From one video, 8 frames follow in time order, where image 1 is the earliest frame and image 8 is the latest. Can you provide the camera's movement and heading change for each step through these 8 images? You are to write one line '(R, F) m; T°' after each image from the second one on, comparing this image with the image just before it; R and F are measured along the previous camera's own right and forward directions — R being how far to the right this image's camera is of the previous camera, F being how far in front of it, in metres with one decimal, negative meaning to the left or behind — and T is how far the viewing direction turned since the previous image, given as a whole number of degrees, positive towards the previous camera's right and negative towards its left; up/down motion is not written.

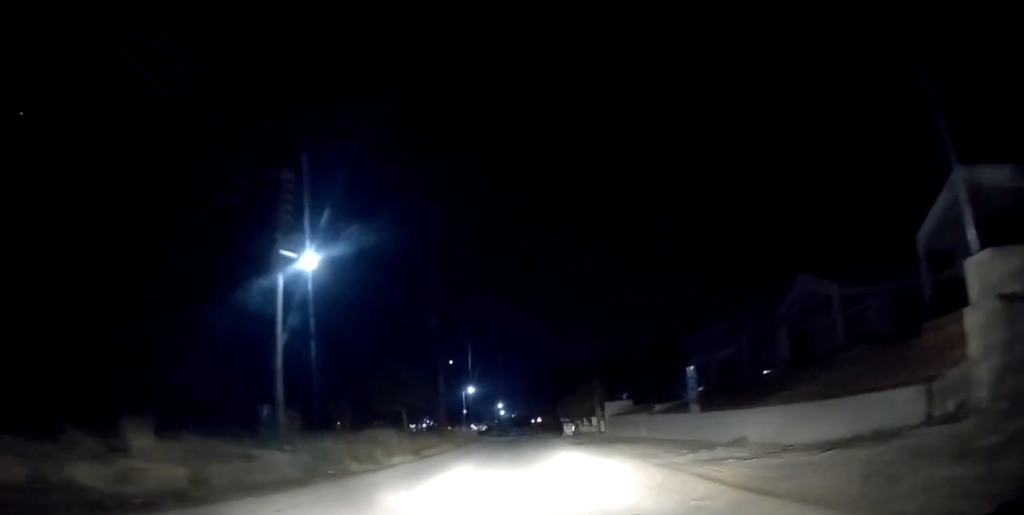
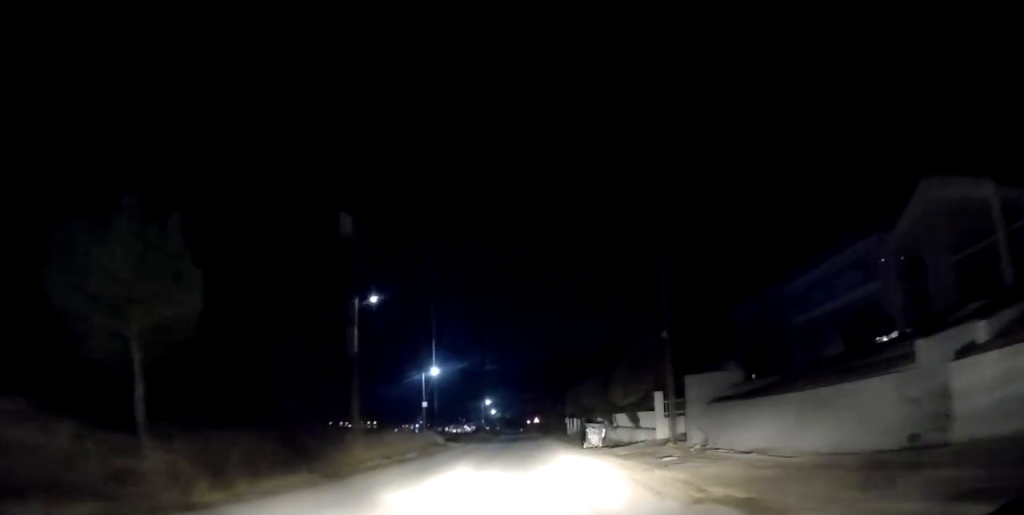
(+0.5, +23.4) m; +3°
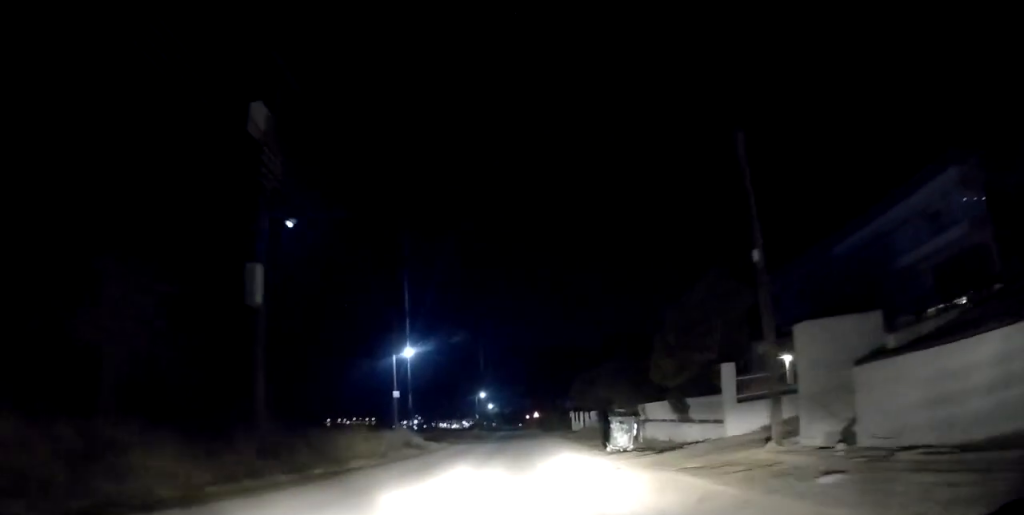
(+0.2, +9.1) m; 0°
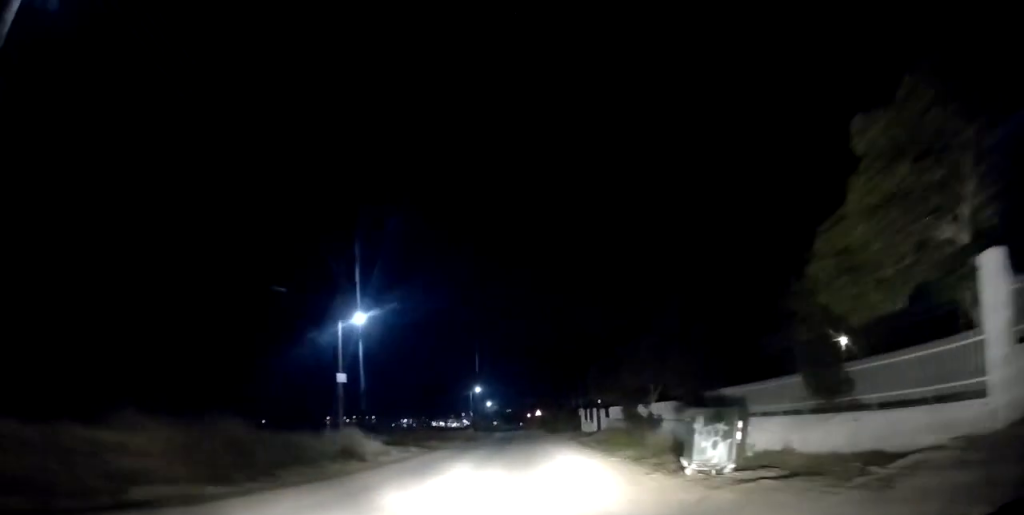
(-0.2, +10.9) m; -2°
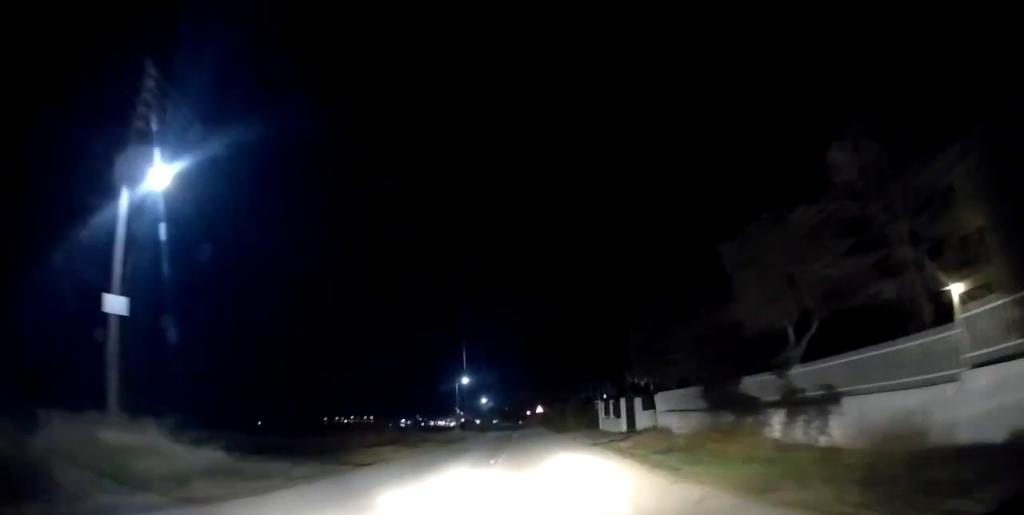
(-0.5, +14.3) m; -1°
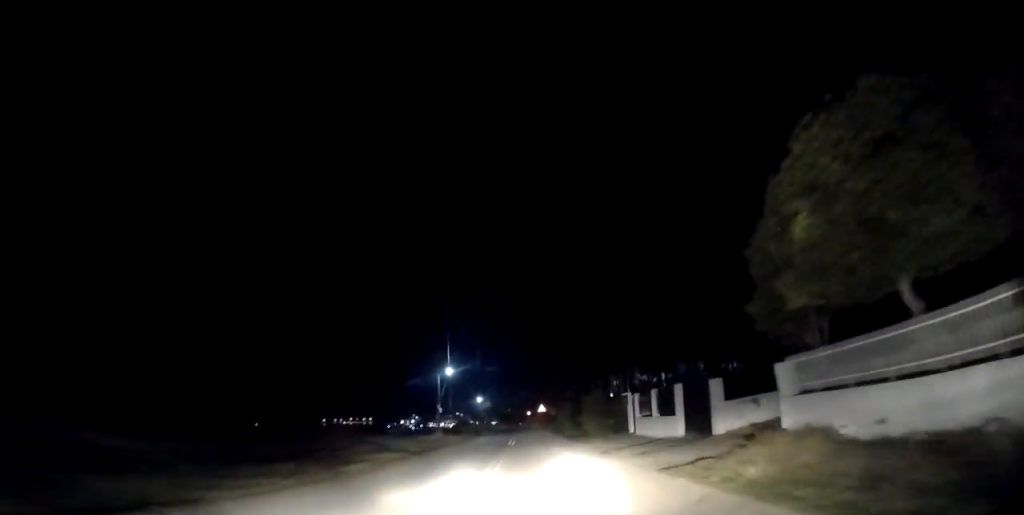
(+0.2, +11.6) m; +2°
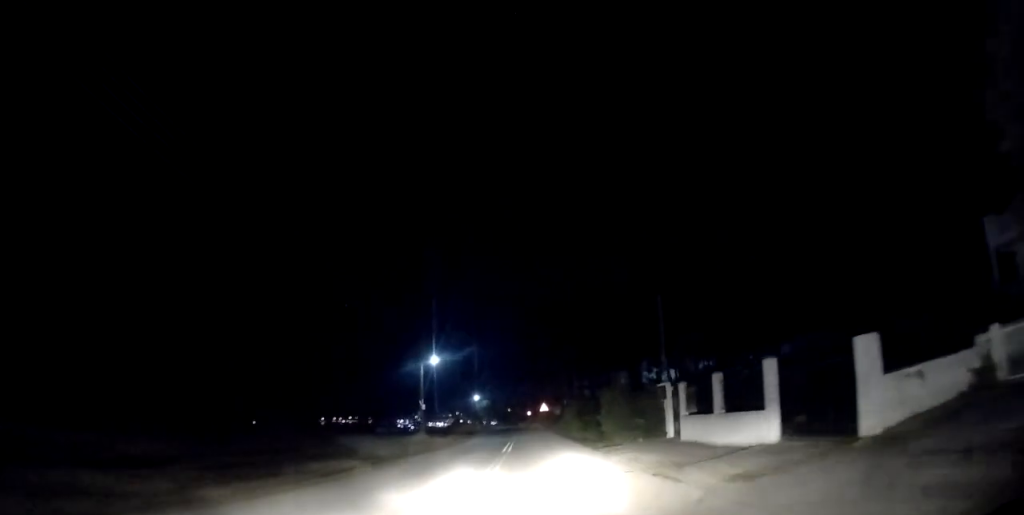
(+0.1, +7.1) m; +1°
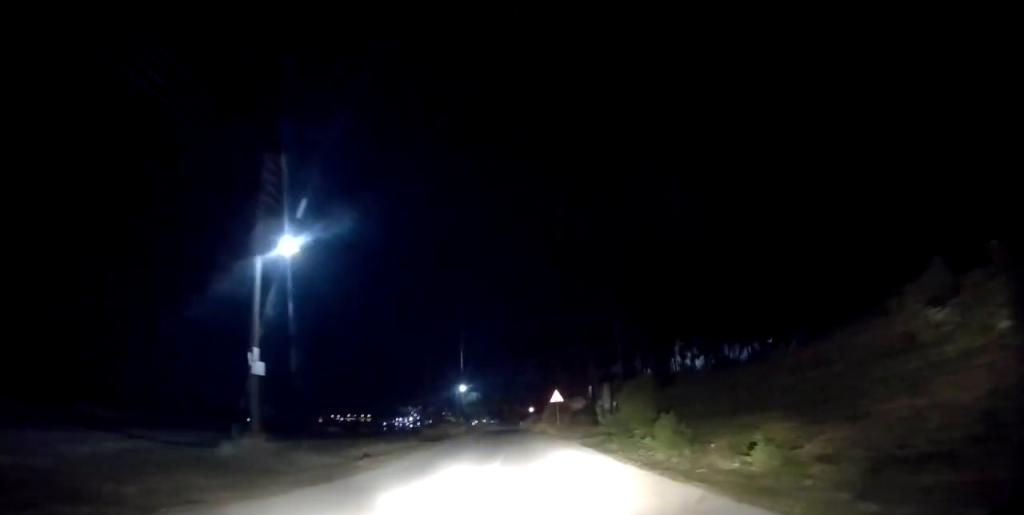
(+0.3, +22.2) m; +1°
